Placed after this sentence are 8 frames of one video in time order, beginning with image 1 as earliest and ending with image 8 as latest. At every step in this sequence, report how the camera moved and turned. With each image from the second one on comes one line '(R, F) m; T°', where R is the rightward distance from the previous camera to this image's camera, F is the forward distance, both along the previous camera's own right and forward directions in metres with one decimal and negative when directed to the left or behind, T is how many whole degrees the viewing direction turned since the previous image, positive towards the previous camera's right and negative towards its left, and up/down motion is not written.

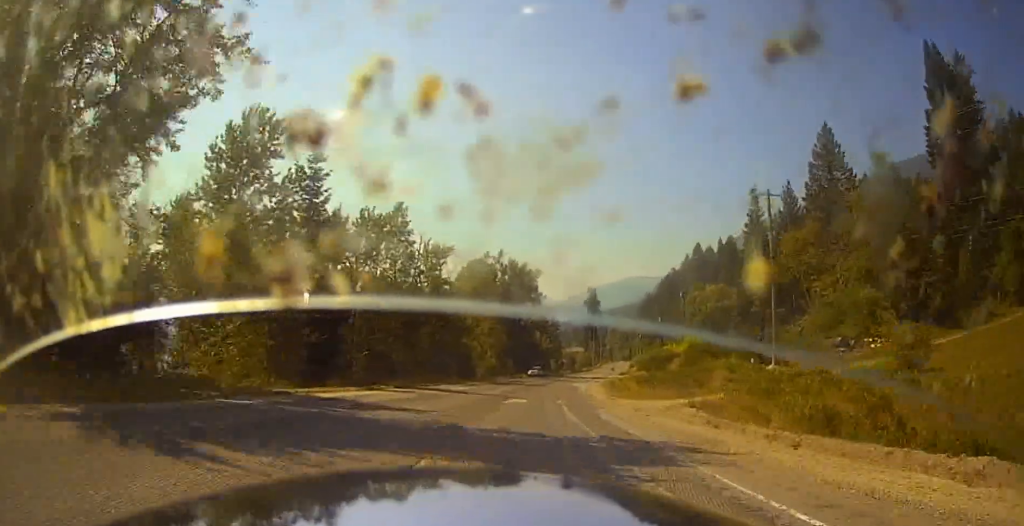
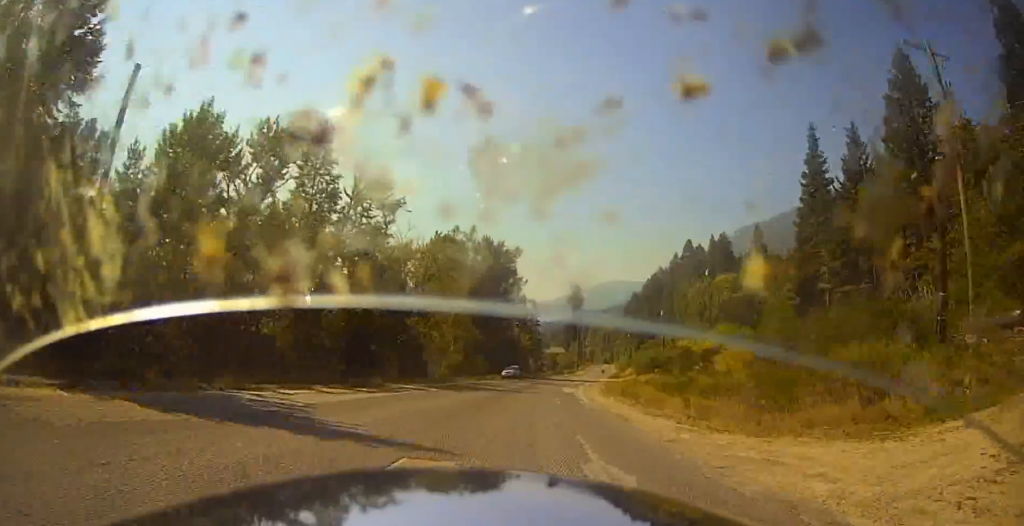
(-0.1, +21.8) m; 0°
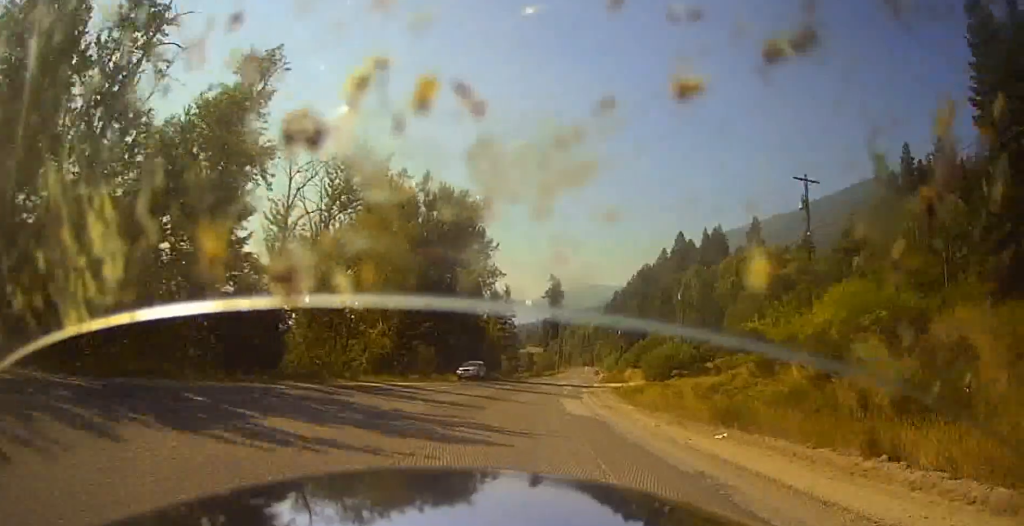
(+1.7, +28.0) m; +7°
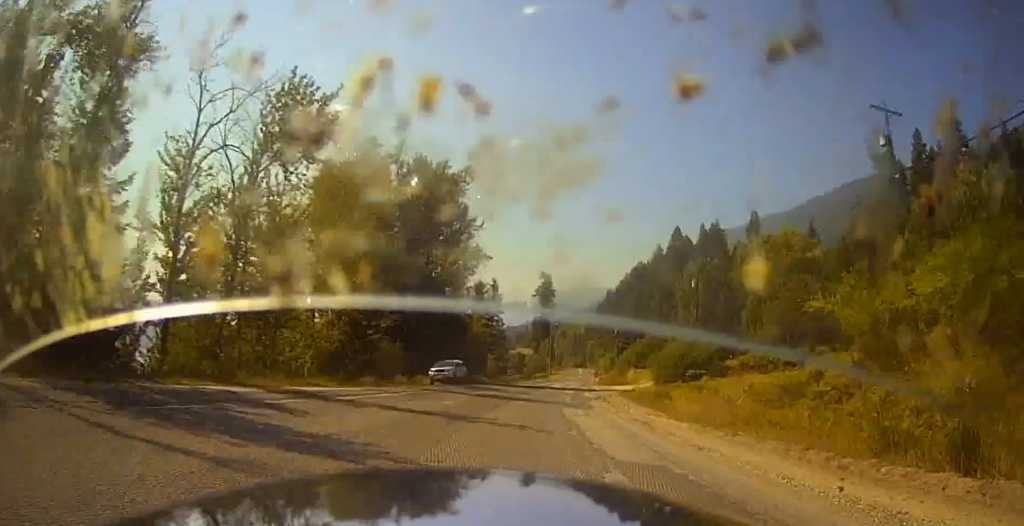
(+0.3, +11.7) m; +1°
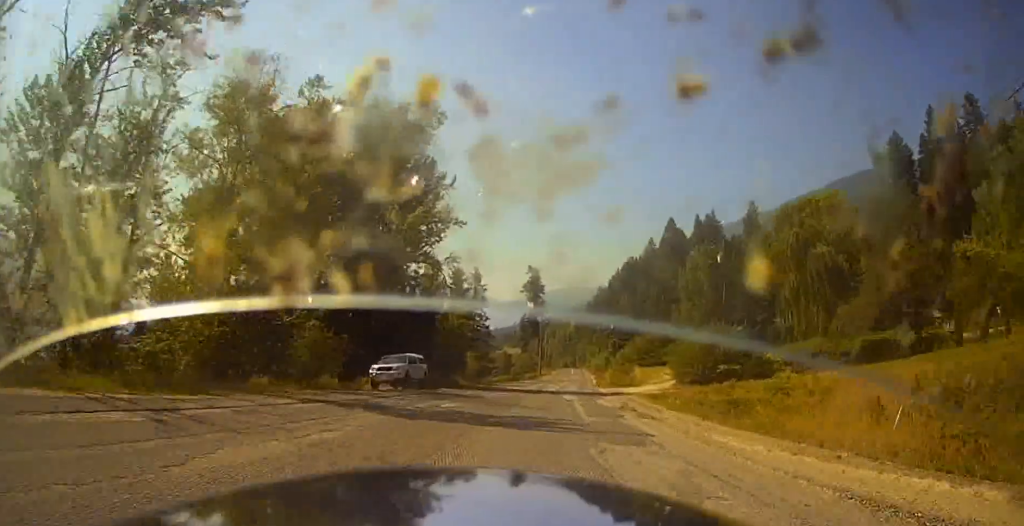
(0.0, +14.6) m; 0°
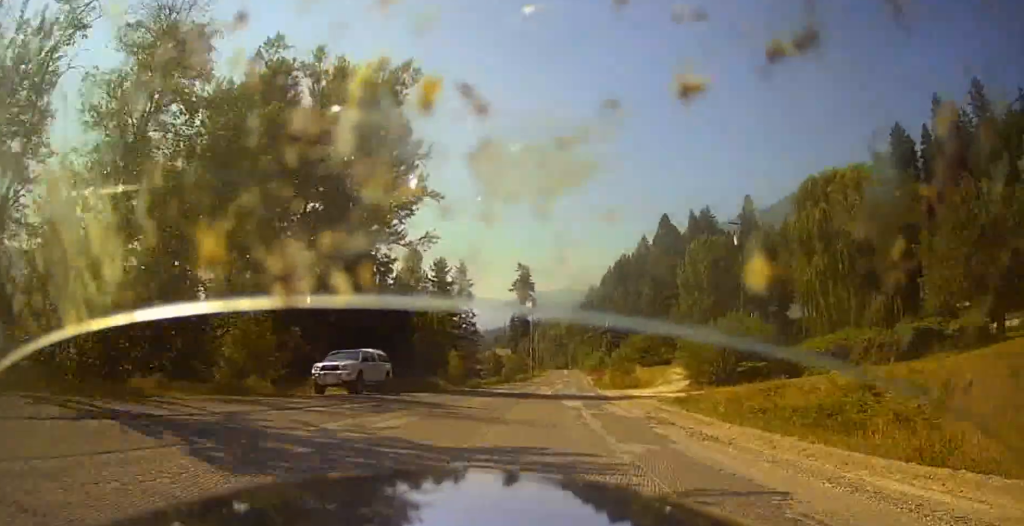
(0.0, +7.5) m; +1°
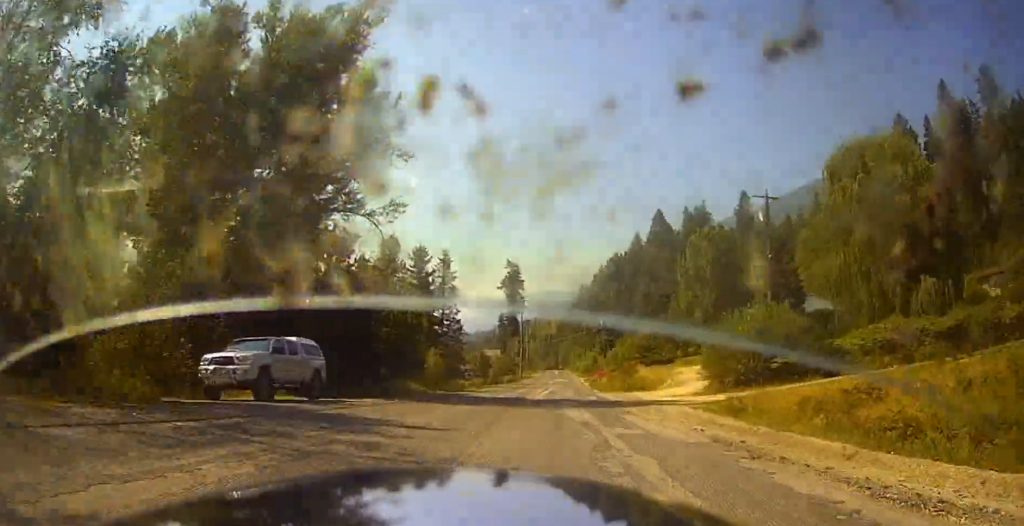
(0.0, +8.1) m; +1°
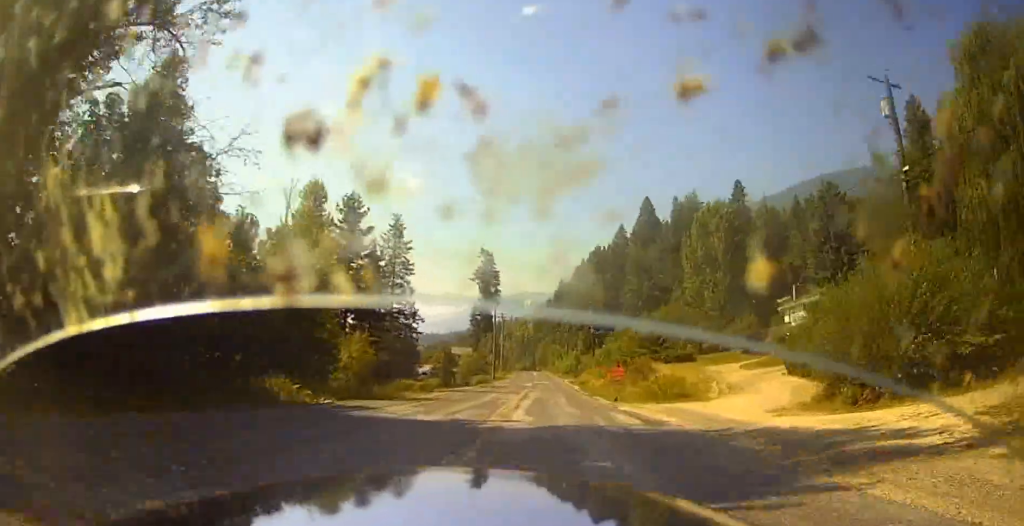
(+0.4, +19.9) m; +1°
